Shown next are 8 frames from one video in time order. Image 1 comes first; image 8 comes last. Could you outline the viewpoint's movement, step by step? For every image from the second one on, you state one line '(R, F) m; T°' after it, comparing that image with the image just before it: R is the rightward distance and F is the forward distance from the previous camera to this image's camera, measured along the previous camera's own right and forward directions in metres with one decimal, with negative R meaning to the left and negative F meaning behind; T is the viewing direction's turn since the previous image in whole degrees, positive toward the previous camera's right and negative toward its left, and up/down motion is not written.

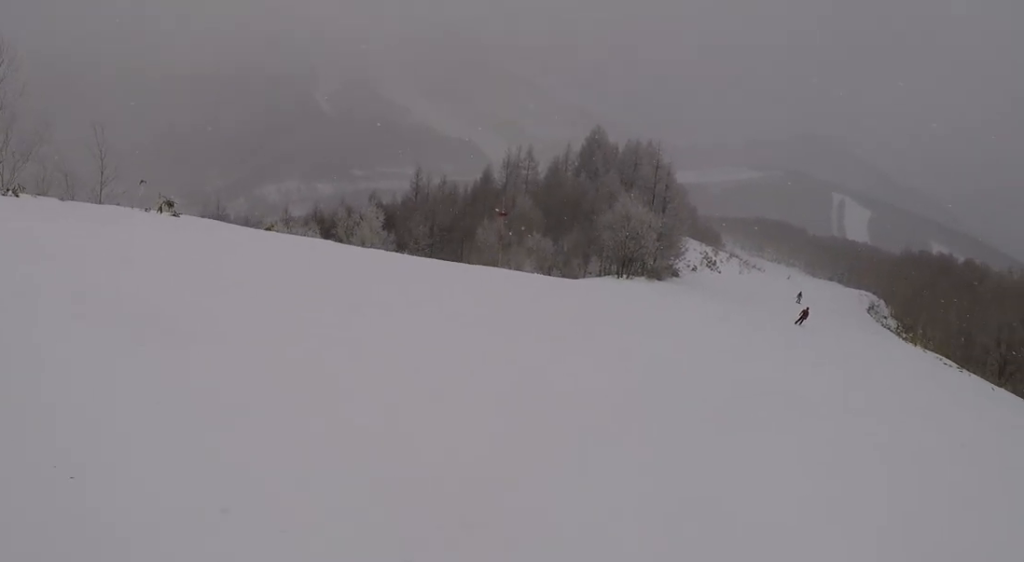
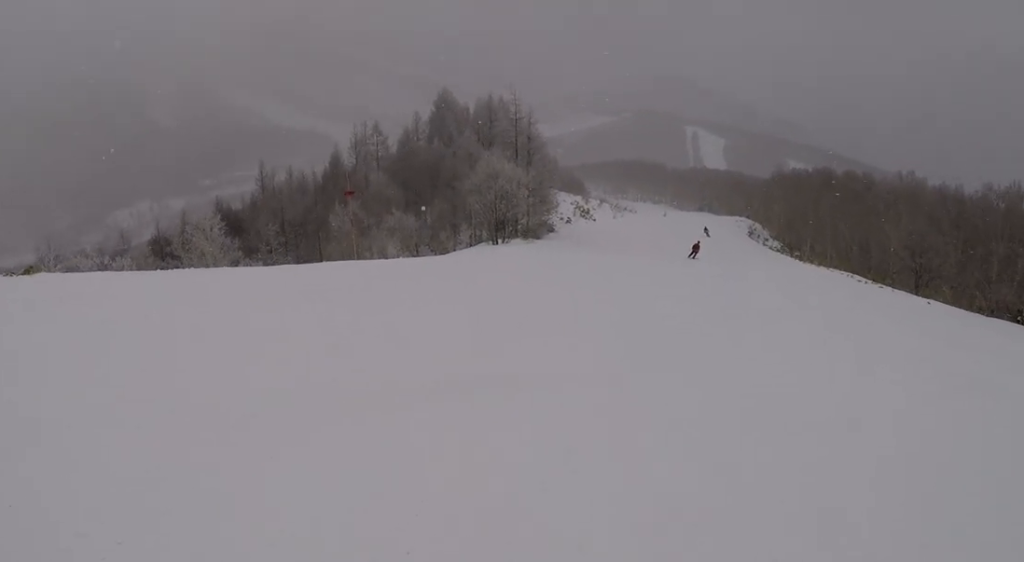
(-0.1, +5.1) m; +6°
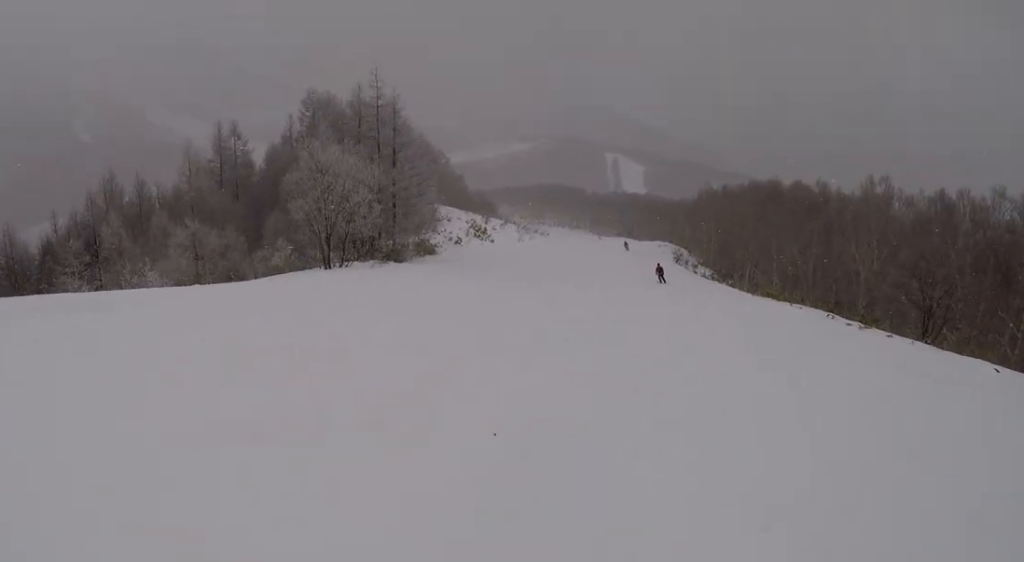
(+2.7, +15.3) m; +3°
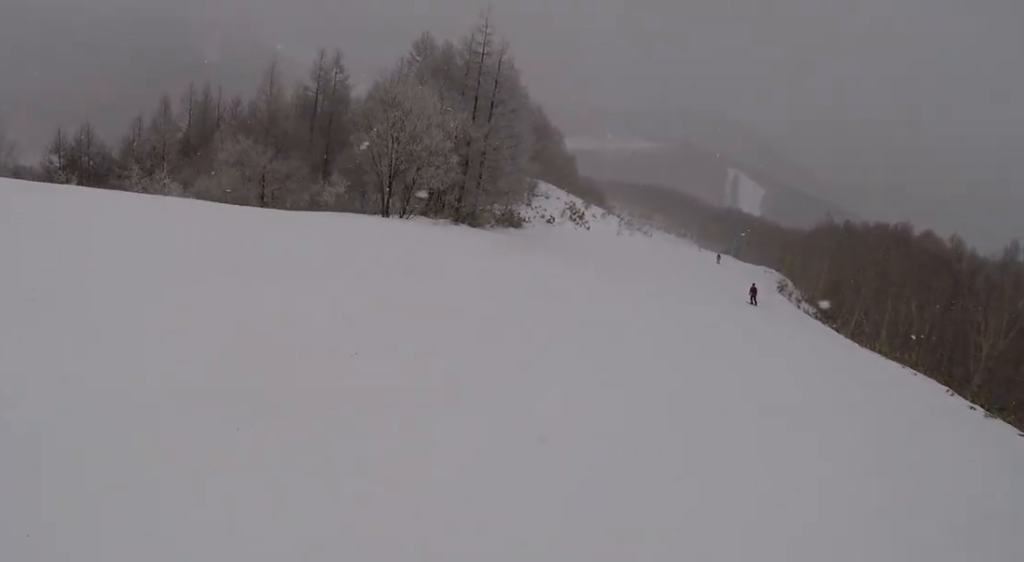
(-0.3, +4.6) m; 0°
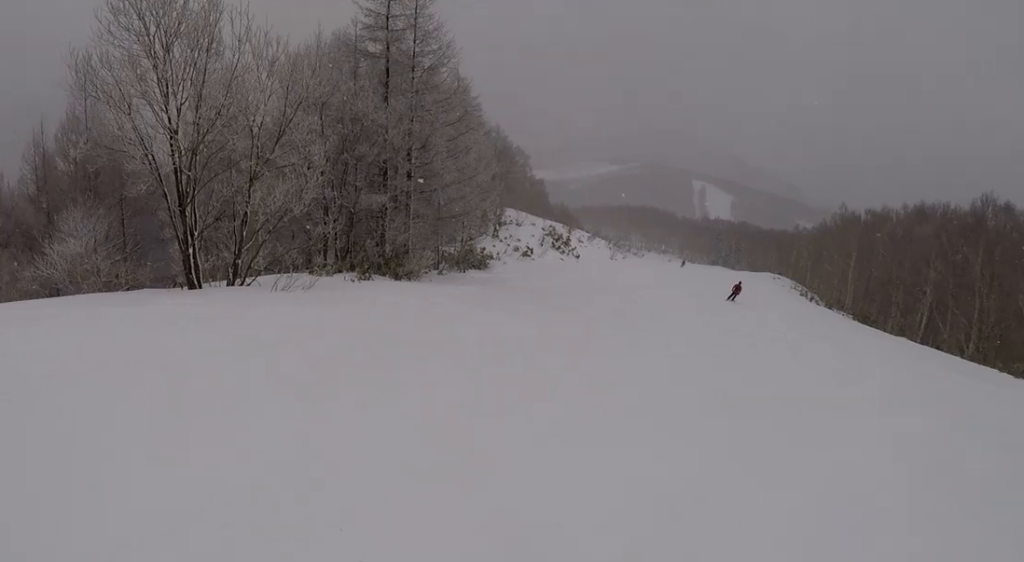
(+0.6, +16.1) m; +7°
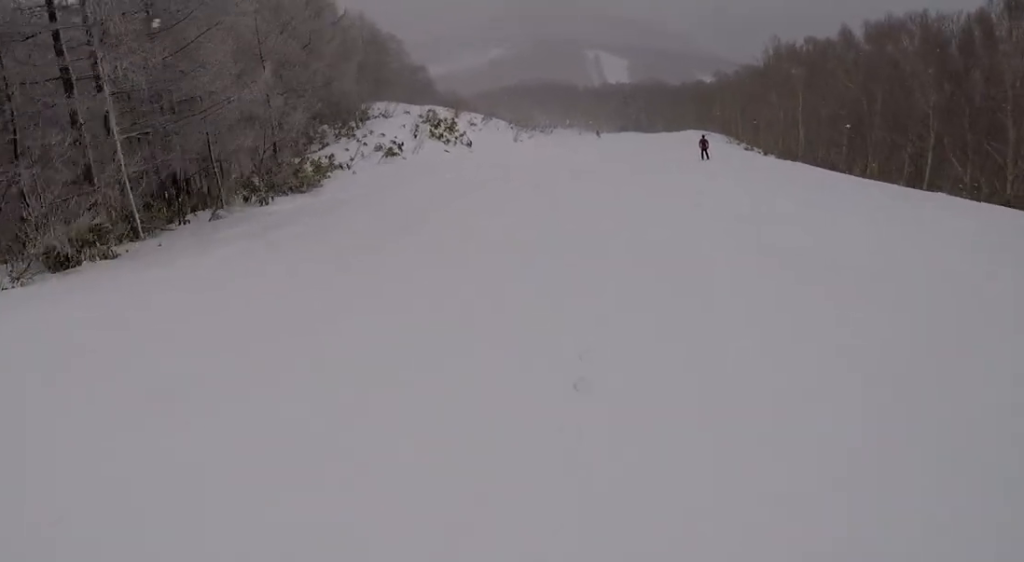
(-0.5, +12.8) m; -7°
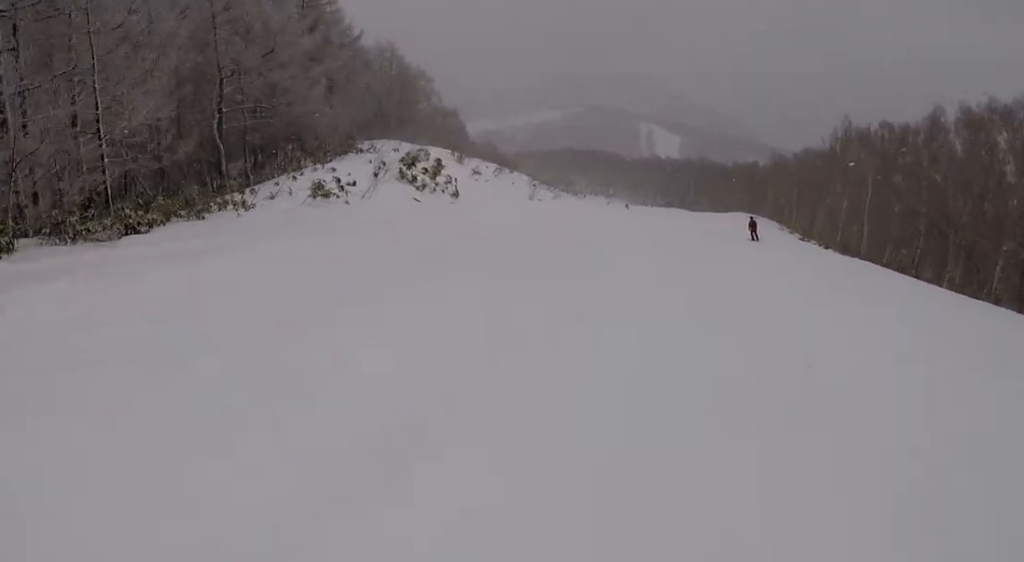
(-1.0, +9.0) m; 0°
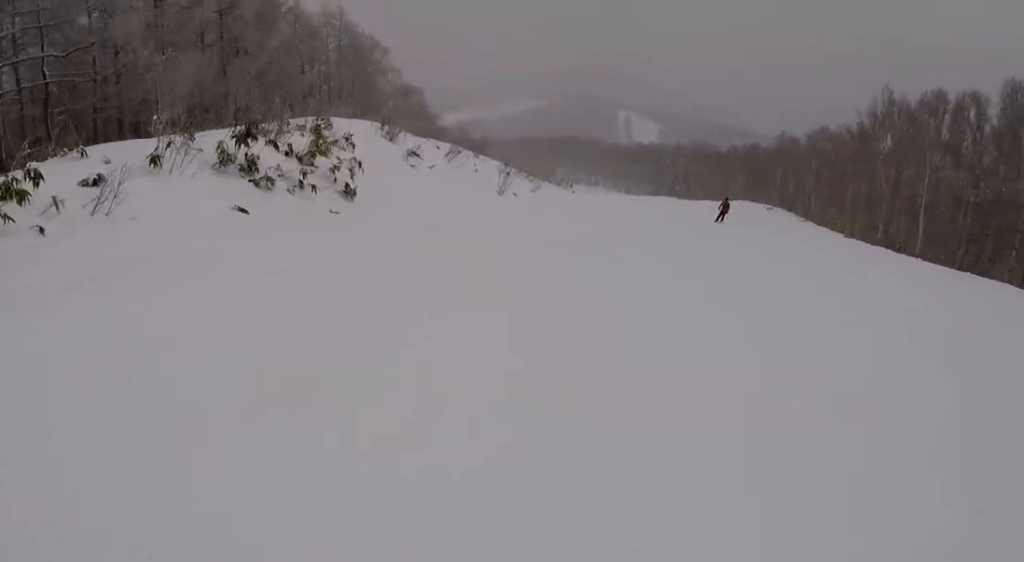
(+1.5, +13.2) m; +7°
